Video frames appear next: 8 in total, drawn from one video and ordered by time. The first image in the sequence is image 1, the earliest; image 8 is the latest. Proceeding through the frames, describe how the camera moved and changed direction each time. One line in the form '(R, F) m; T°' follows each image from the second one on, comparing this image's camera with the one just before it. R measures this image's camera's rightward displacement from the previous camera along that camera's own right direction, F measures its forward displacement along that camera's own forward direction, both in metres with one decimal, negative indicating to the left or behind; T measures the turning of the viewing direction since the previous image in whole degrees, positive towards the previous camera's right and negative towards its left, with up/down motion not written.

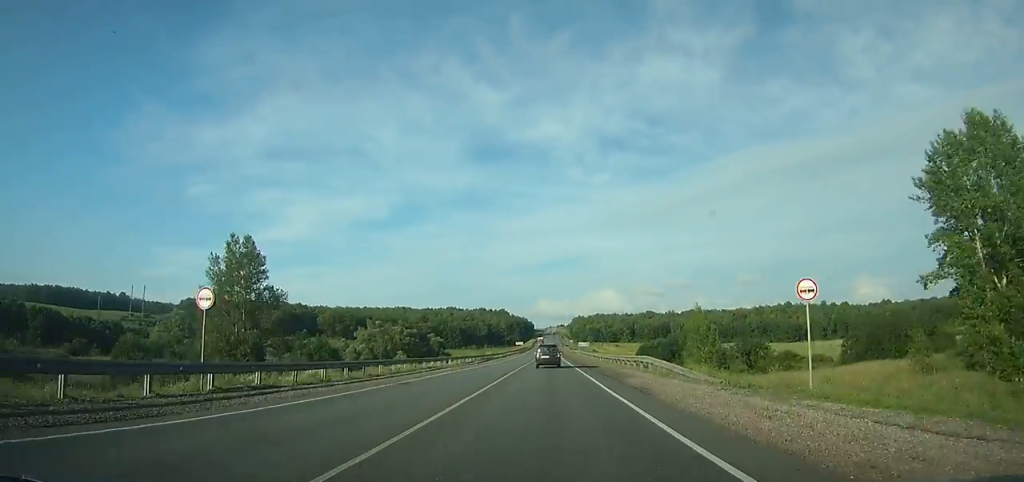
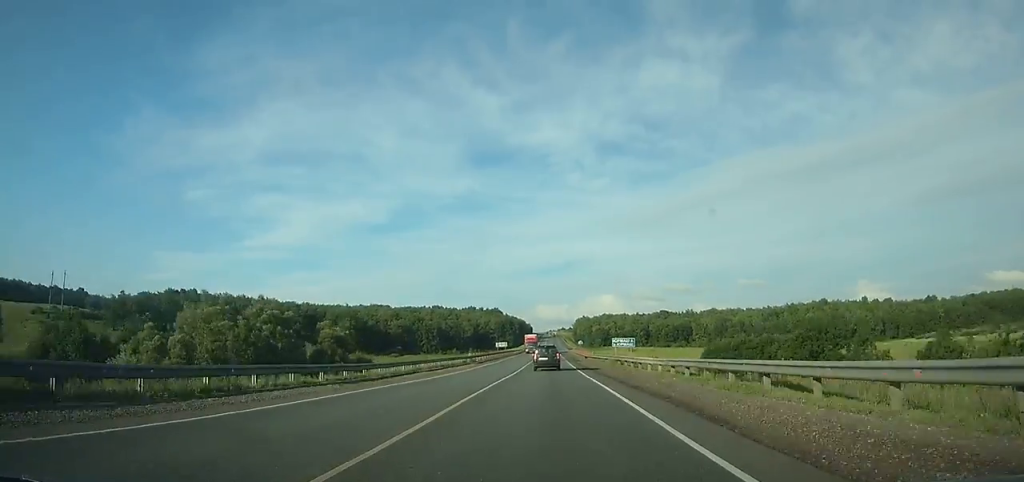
(+0.3, +74.2) m; 0°
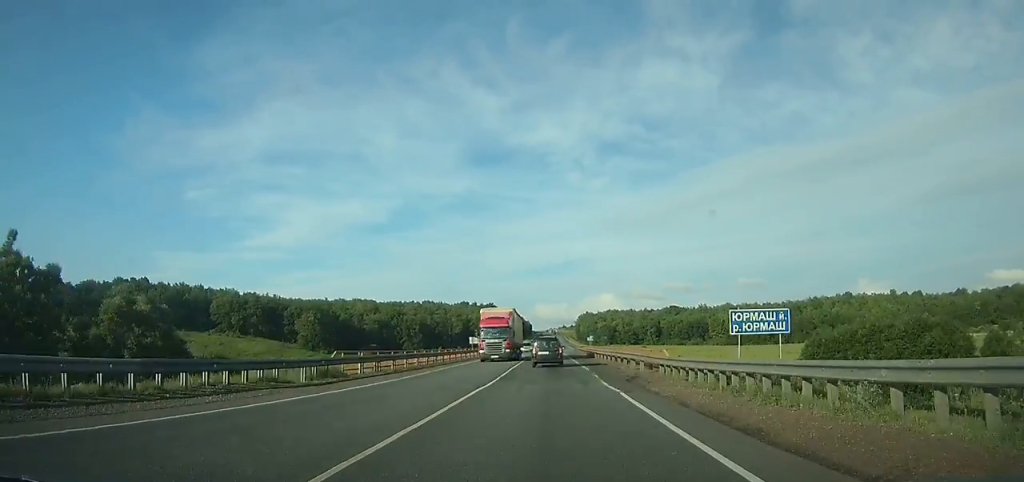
(-0.1, +39.9) m; 0°
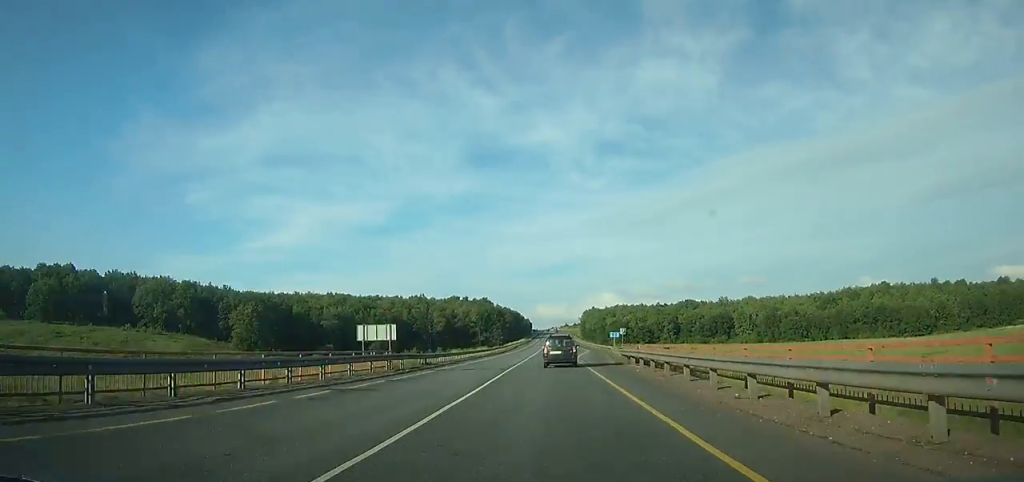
(-0.1, +53.2) m; 0°
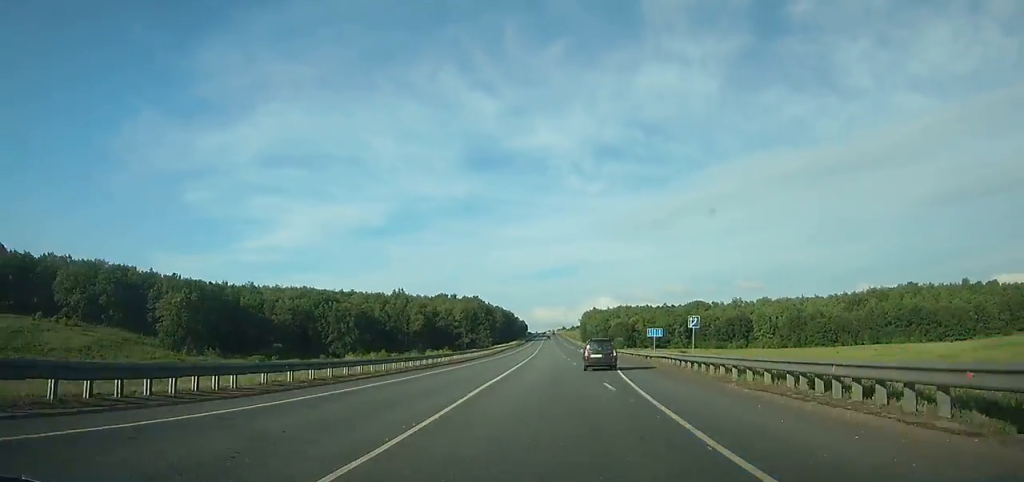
(-0.1, +36.6) m; 0°
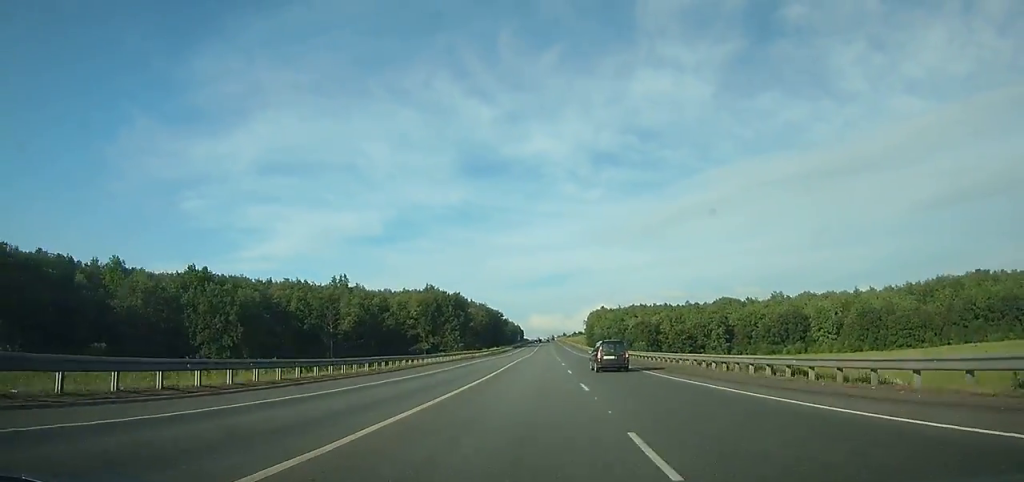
(+0.1, +68.6) m; 0°
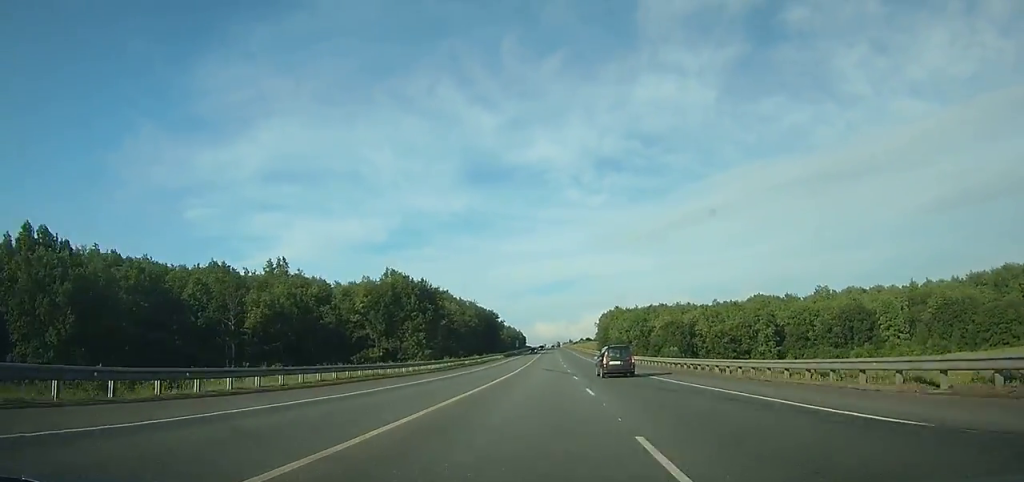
(-0.1, +47.3) m; 0°
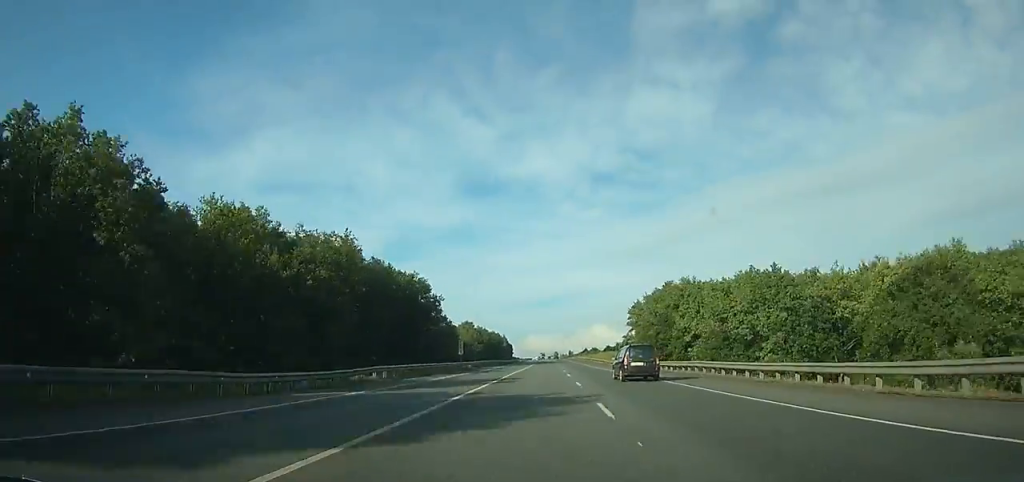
(+0.2, +126.1) m; 0°
